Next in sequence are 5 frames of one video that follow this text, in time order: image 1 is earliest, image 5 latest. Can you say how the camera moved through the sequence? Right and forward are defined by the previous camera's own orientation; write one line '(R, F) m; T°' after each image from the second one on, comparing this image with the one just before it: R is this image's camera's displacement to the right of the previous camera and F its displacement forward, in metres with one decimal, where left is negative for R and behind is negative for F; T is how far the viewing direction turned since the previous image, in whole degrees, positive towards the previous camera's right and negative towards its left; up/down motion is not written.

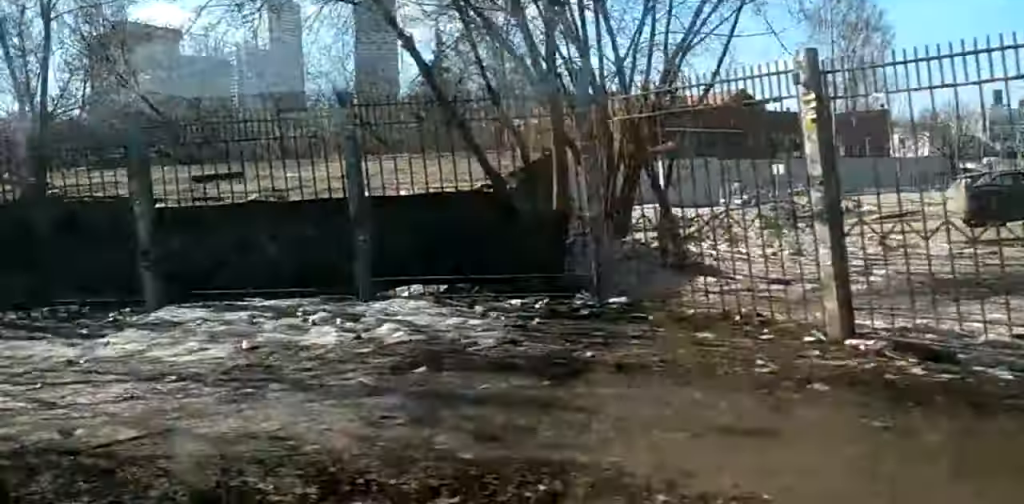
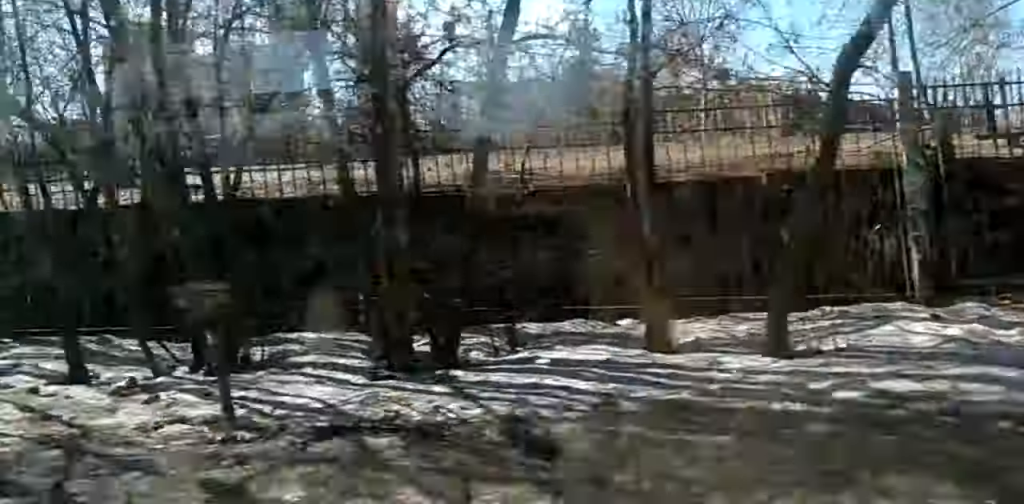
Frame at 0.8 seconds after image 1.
(0.0, +10.4) m; 0°
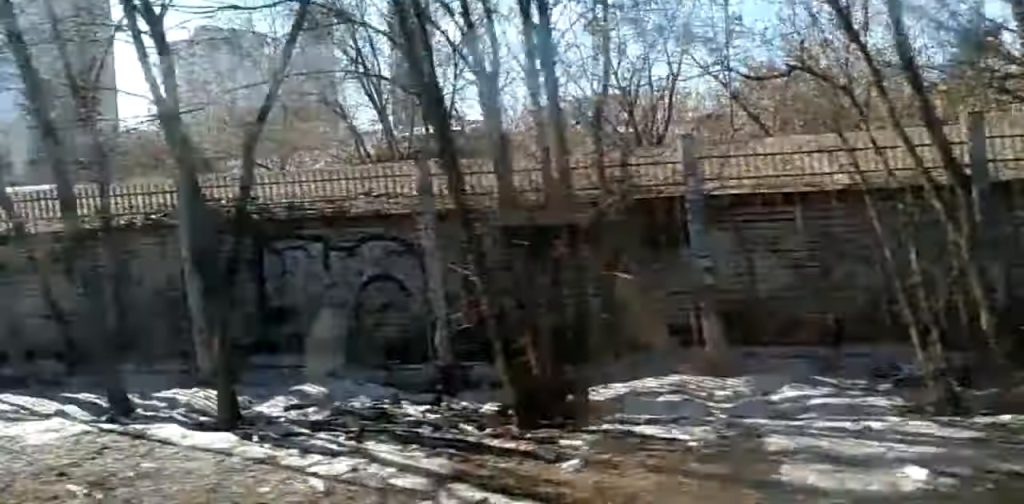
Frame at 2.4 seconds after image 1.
(0.0, +22.7) m; 0°
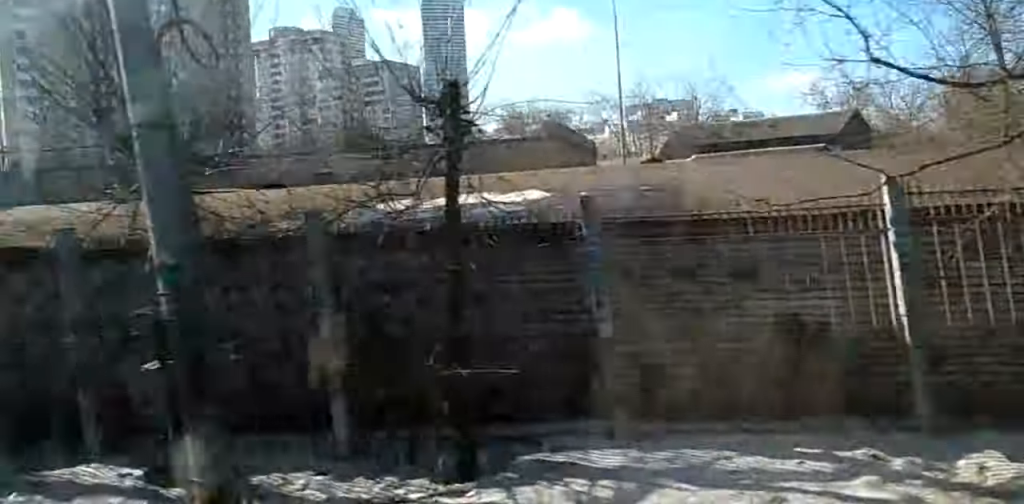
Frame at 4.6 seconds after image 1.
(0.0, +31.3) m; +1°
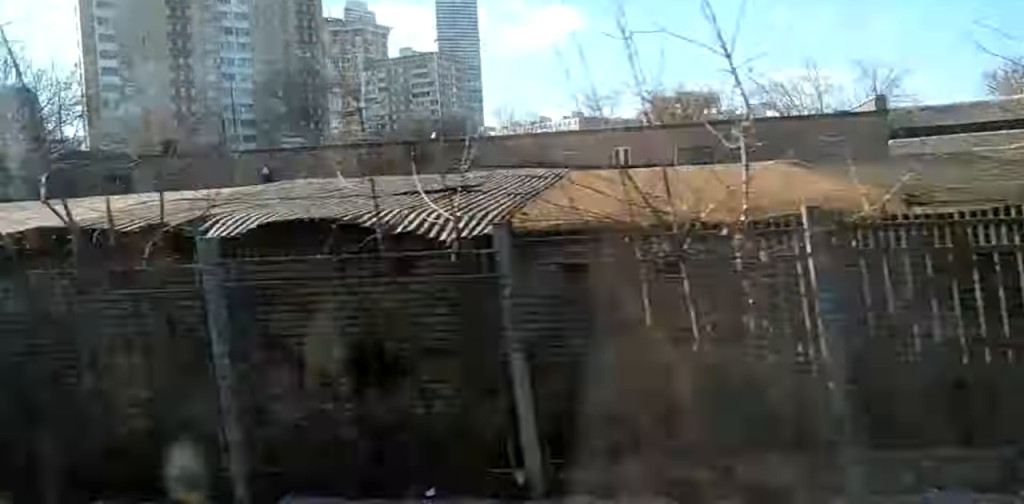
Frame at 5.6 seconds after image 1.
(+0.1, +16.1) m; +1°
